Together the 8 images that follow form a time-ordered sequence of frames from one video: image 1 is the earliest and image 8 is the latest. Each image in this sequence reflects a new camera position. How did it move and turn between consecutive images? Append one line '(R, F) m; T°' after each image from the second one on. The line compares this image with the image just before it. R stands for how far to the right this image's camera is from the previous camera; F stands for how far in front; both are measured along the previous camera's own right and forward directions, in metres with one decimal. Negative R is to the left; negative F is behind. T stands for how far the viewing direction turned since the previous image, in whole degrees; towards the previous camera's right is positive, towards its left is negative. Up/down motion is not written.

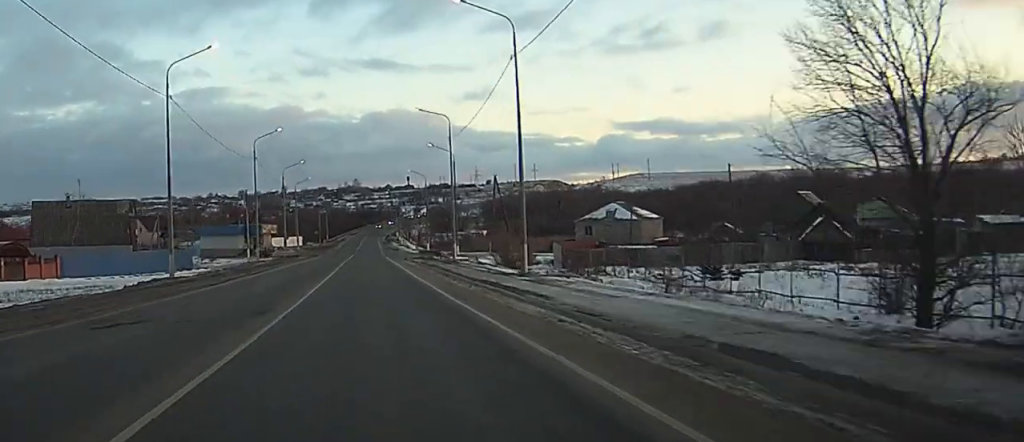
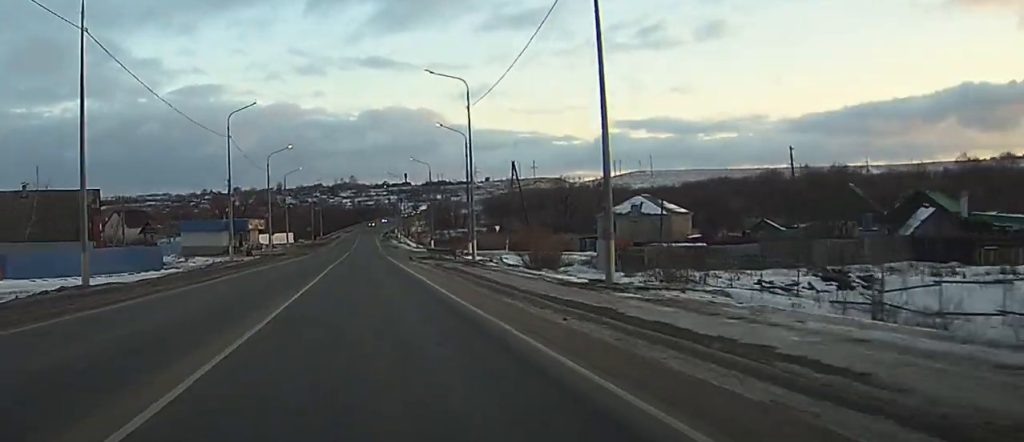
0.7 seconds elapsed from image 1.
(0.0, +13.8) m; 0°
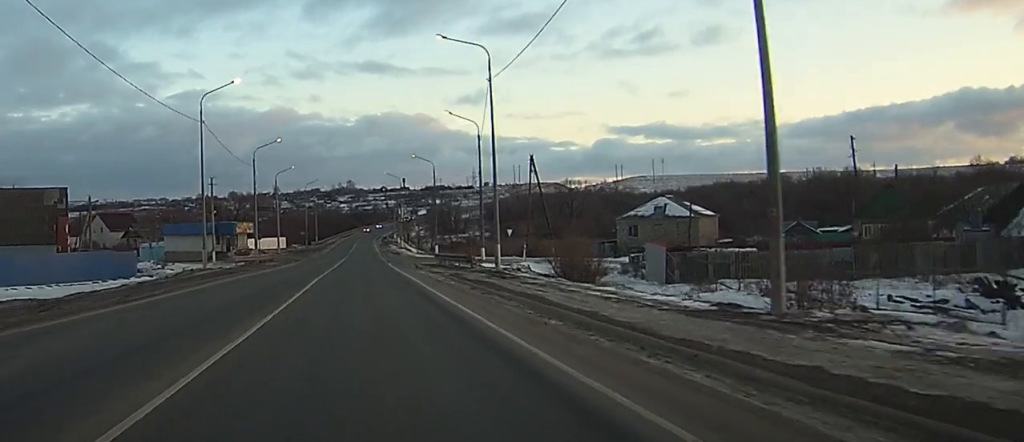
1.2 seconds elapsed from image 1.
(-0.1, +10.4) m; 0°
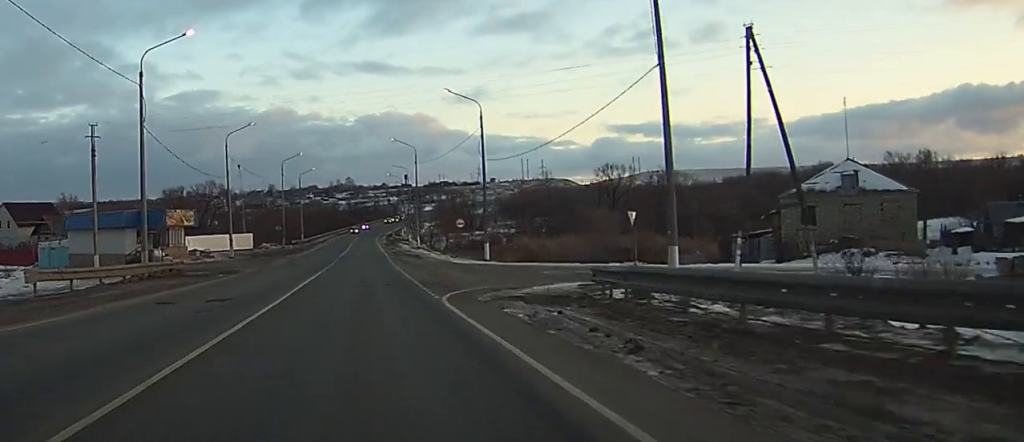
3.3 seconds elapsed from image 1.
(+0.3, +43.4) m; +1°
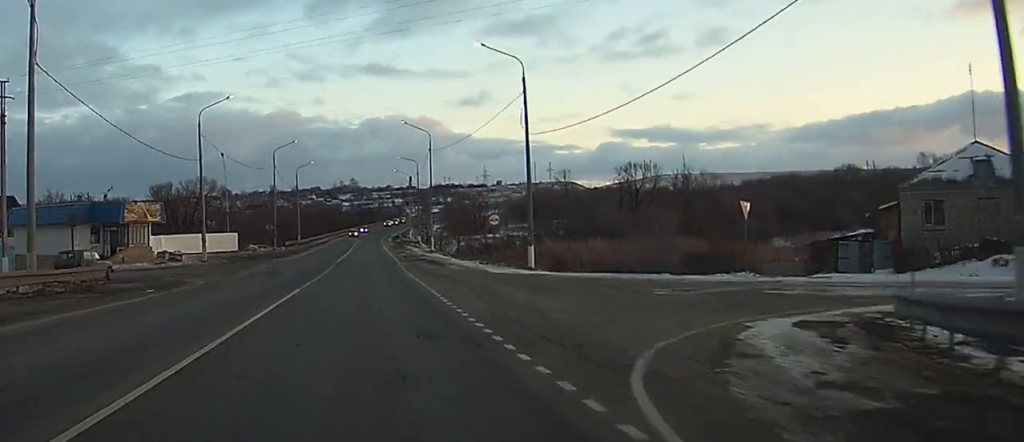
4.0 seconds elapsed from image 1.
(0.0, +15.2) m; 0°
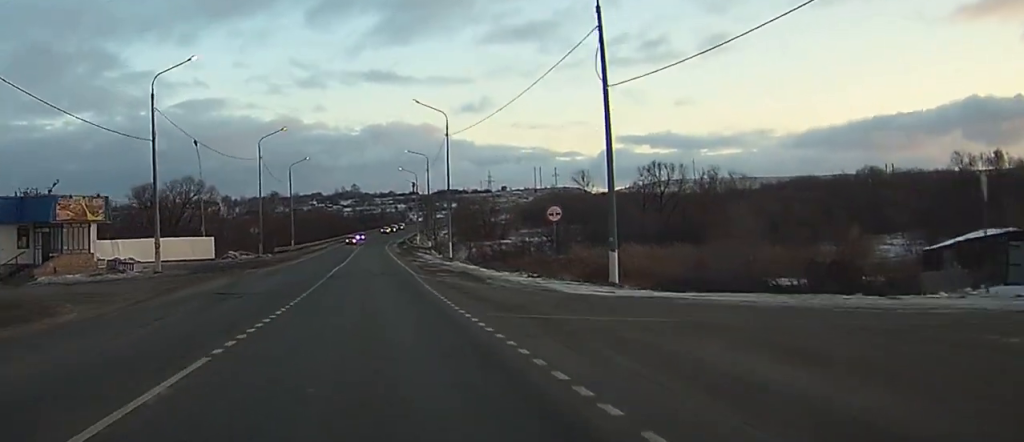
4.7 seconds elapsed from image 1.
(0.0, +15.2) m; 0°
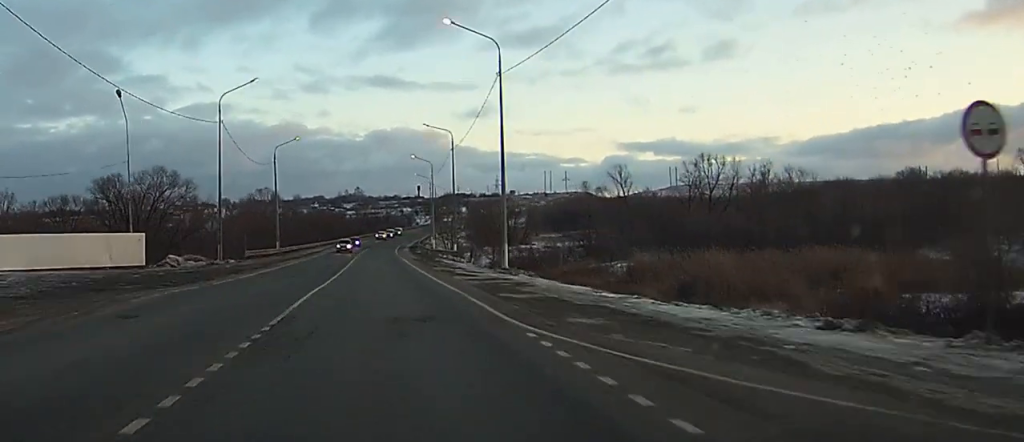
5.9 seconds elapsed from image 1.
(0.0, +24.9) m; 0°
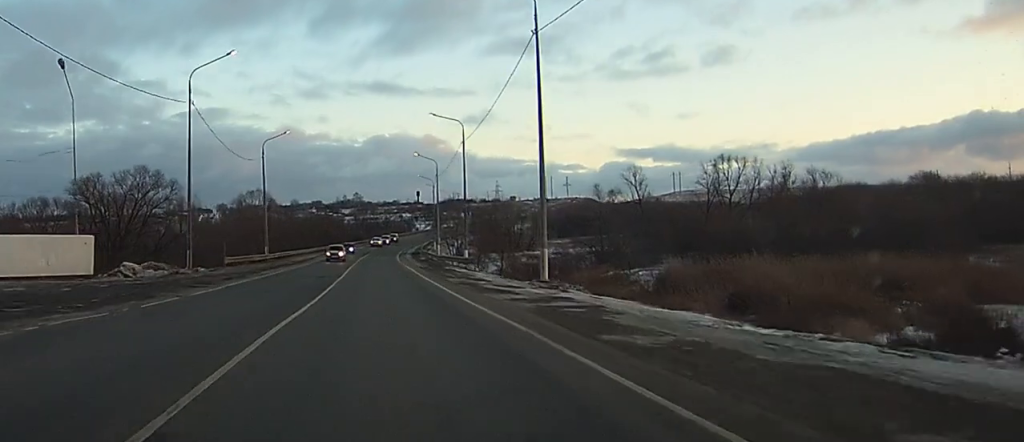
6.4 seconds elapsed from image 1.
(0.0, +9.7) m; 0°
